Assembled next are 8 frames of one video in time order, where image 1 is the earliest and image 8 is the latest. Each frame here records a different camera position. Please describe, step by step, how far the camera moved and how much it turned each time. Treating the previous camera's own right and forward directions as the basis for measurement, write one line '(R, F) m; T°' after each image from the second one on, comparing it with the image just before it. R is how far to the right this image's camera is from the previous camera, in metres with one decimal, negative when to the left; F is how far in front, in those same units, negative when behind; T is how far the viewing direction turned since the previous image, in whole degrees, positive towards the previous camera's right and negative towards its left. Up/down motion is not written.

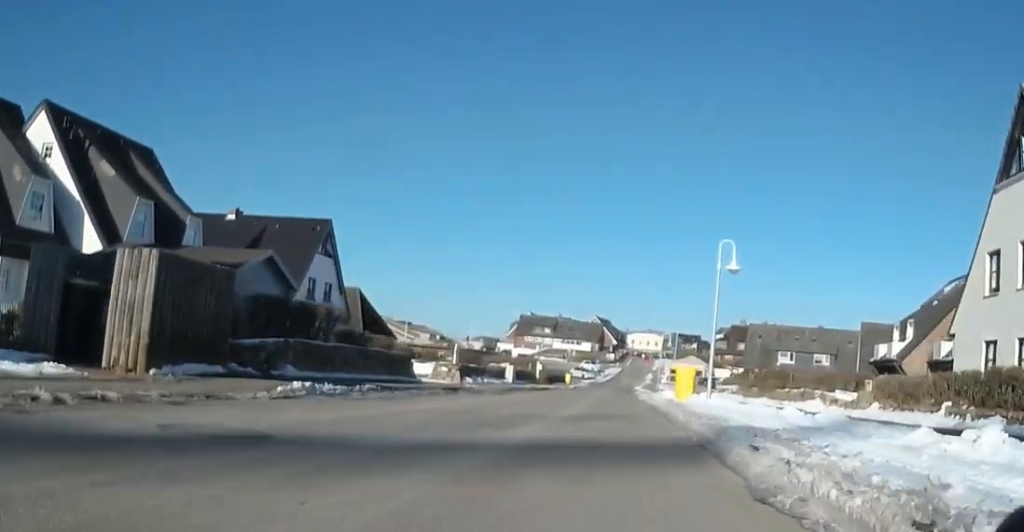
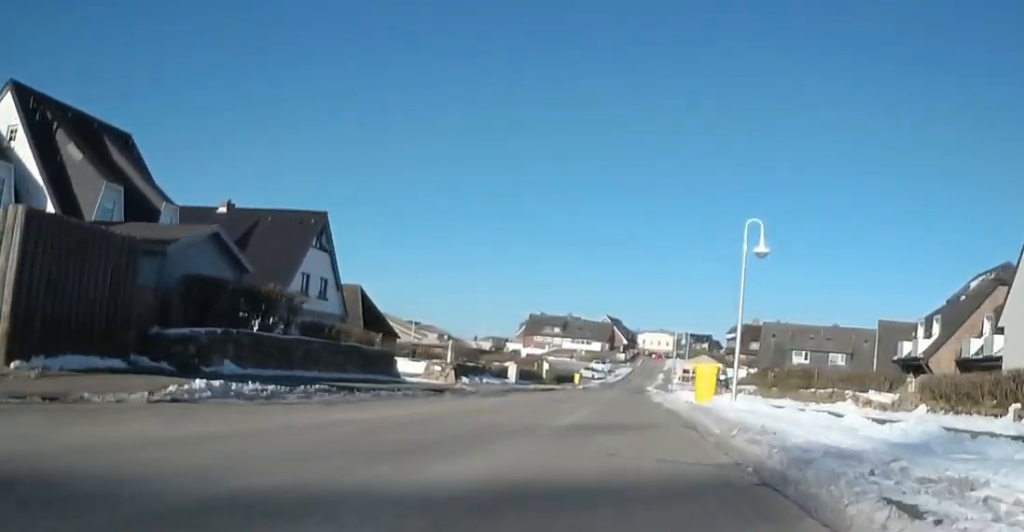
(0.0, +2.5) m; 0°
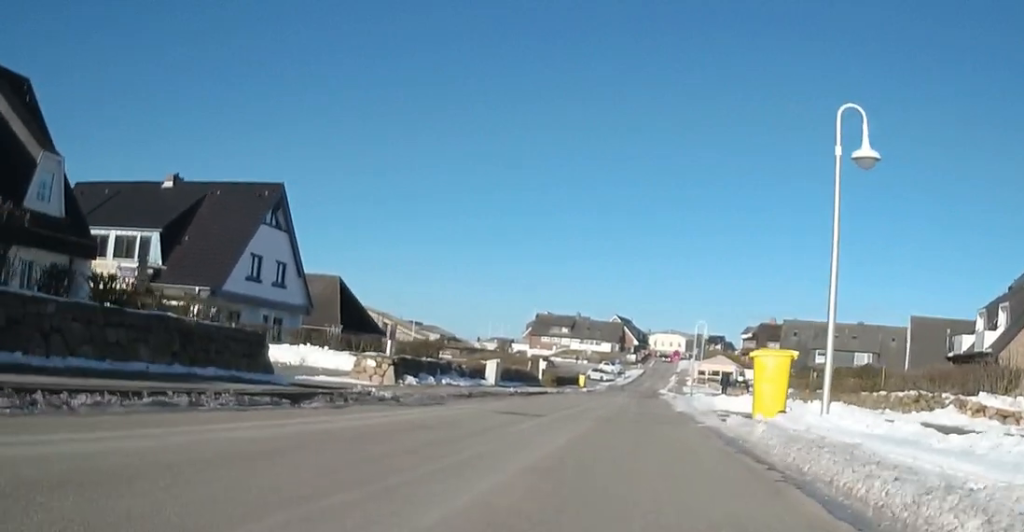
(0.0, +7.5) m; 0°
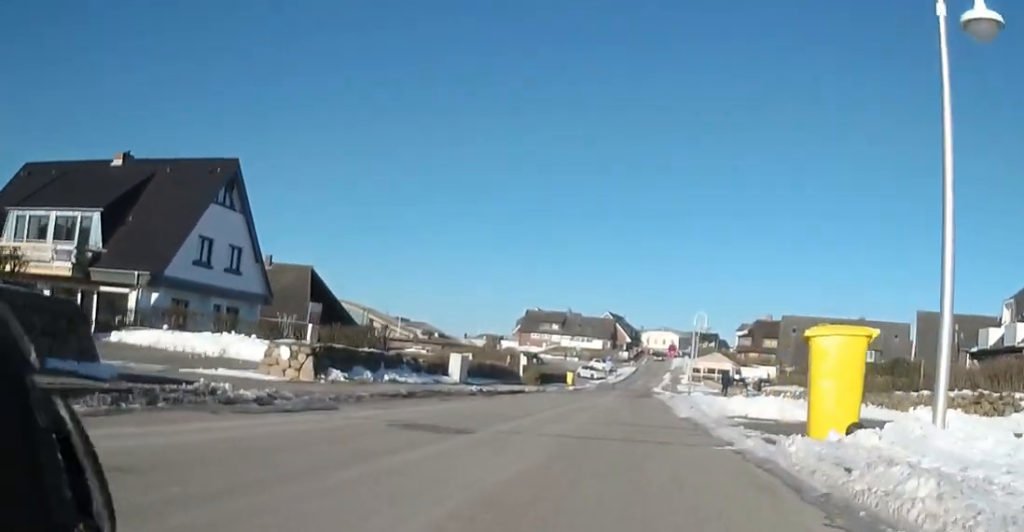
(0.0, +4.2) m; 0°
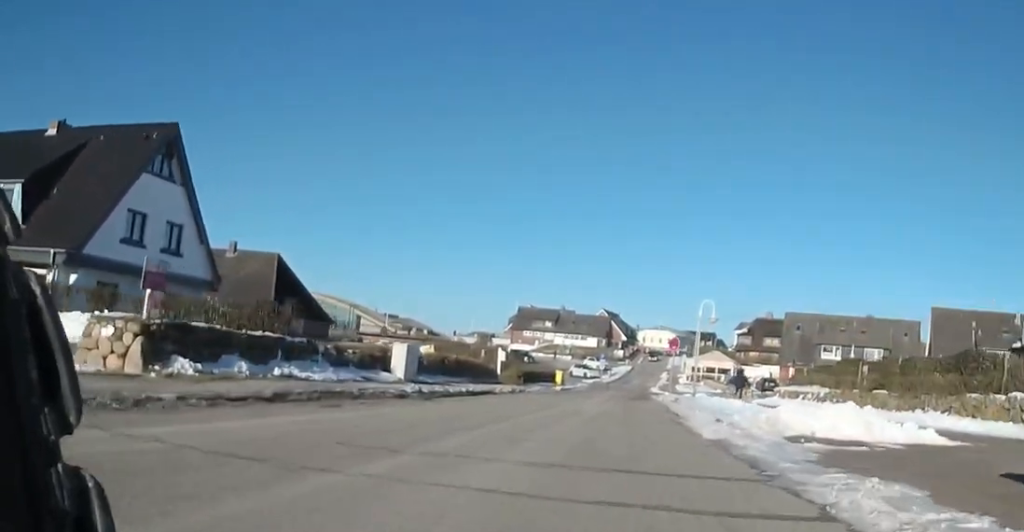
(0.0, +5.1) m; 0°
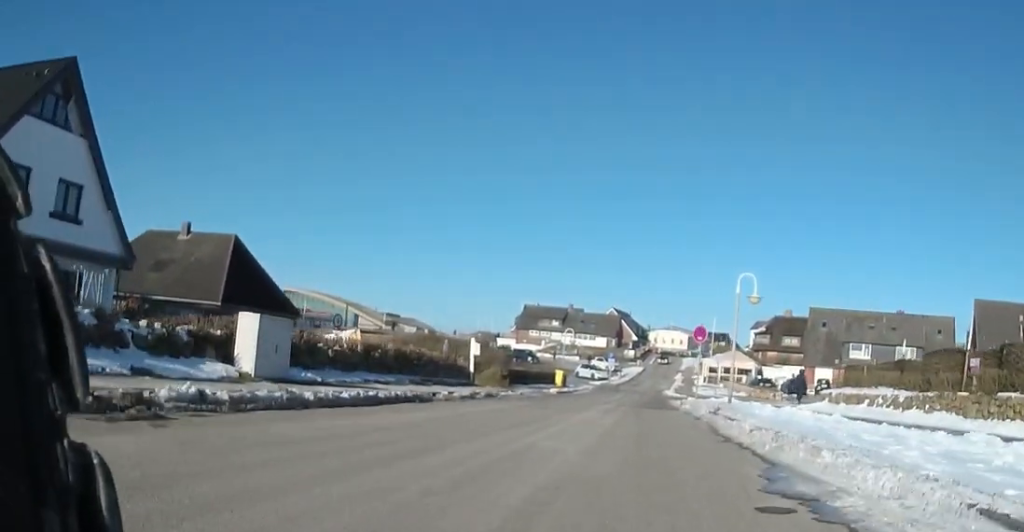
(0.0, +7.9) m; 0°
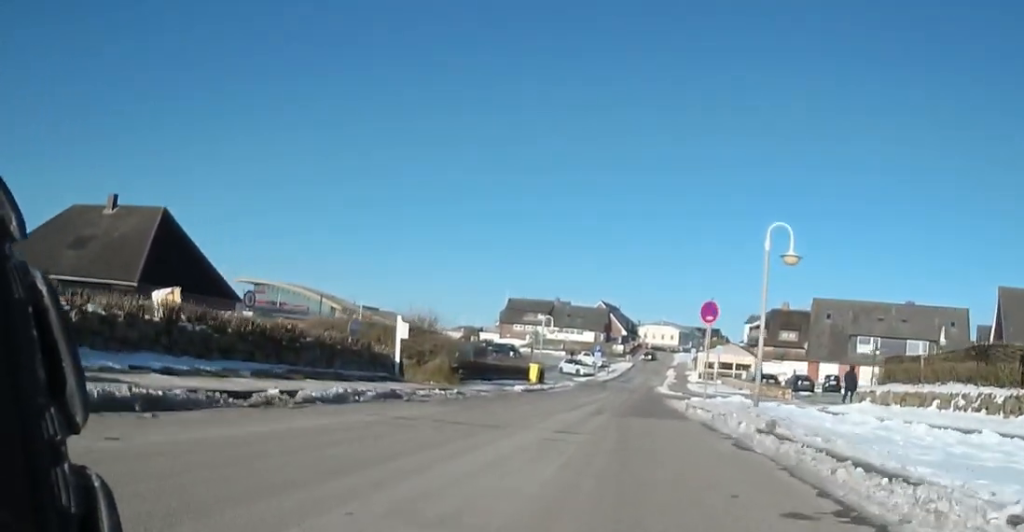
(0.0, +7.0) m; 0°
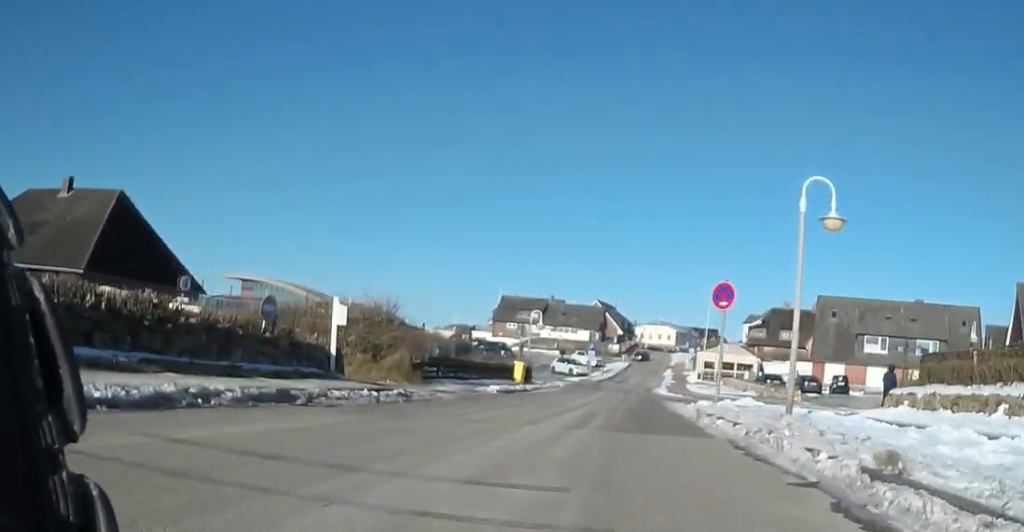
(0.0, +3.8) m; 0°
